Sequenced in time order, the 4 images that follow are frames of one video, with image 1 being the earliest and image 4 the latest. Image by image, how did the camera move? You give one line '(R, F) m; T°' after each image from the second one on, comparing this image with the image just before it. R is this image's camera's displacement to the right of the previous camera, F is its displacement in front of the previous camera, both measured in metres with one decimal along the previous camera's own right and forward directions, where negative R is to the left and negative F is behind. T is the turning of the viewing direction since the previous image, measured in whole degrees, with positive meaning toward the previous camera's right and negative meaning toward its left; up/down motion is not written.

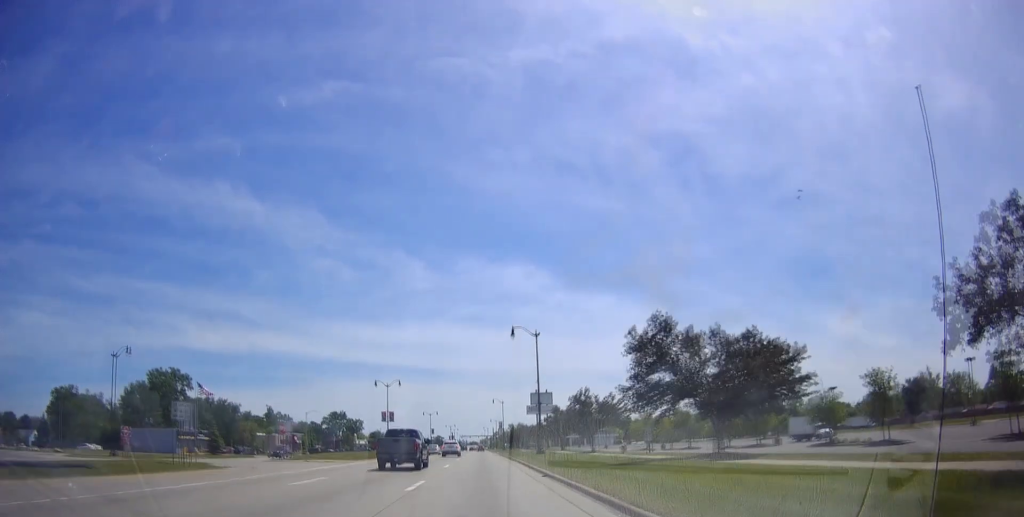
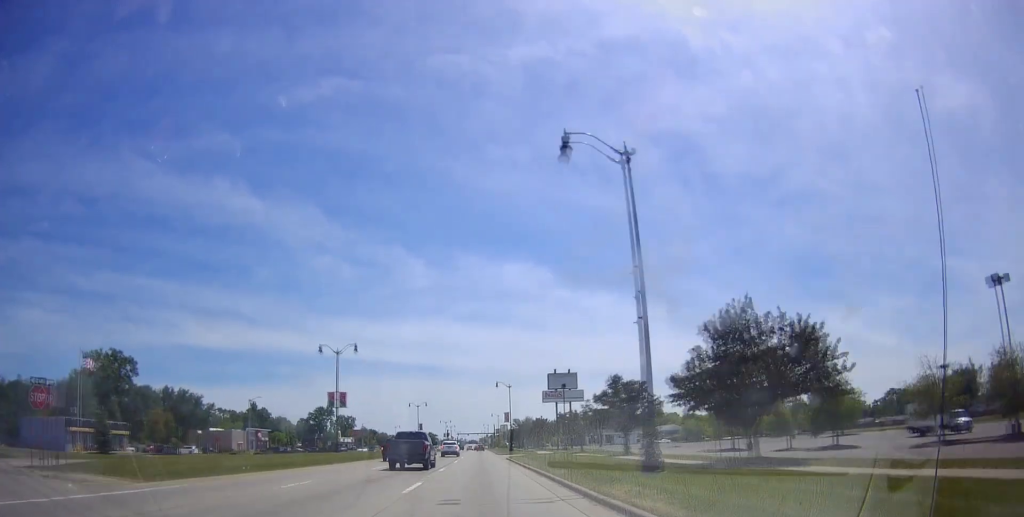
(0.0, +32.5) m; -1°
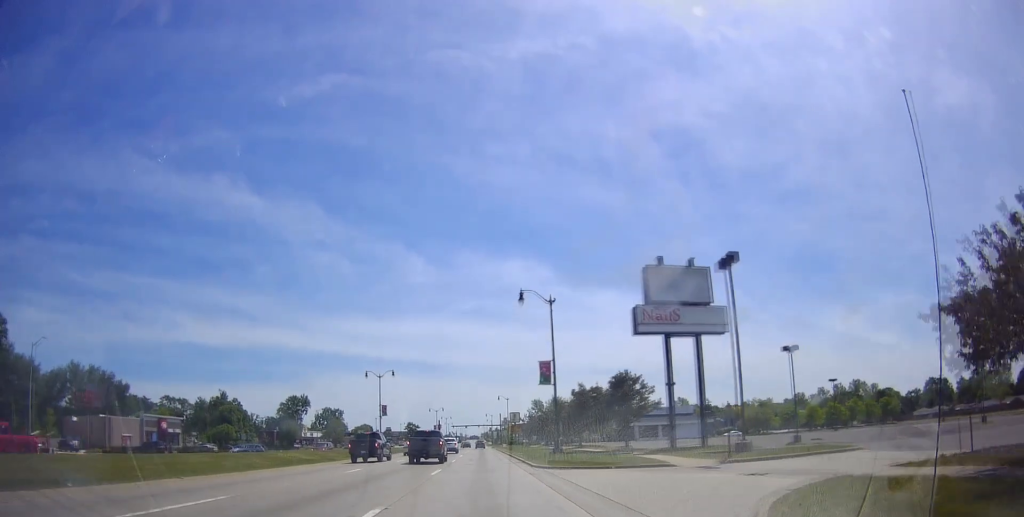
(-1.1, +53.6) m; -2°
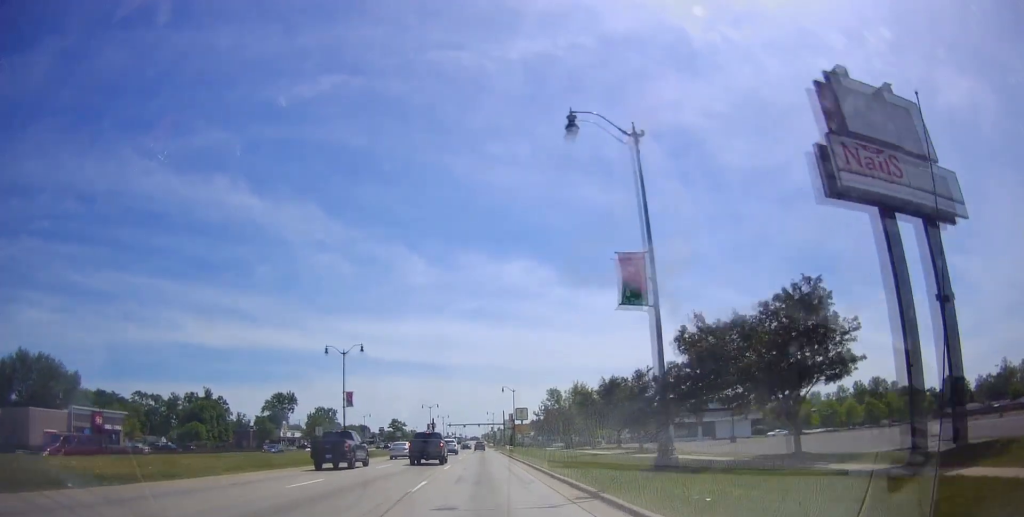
(+0.2, +22.2) m; +2°
